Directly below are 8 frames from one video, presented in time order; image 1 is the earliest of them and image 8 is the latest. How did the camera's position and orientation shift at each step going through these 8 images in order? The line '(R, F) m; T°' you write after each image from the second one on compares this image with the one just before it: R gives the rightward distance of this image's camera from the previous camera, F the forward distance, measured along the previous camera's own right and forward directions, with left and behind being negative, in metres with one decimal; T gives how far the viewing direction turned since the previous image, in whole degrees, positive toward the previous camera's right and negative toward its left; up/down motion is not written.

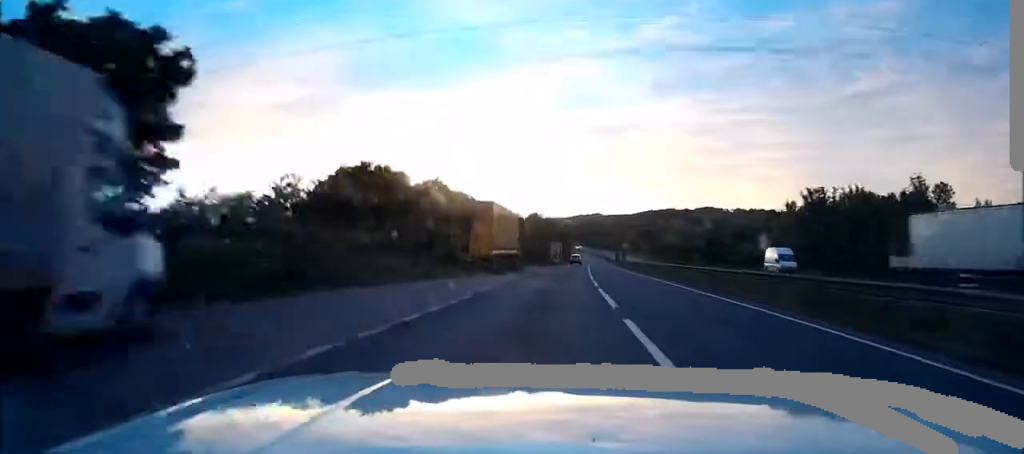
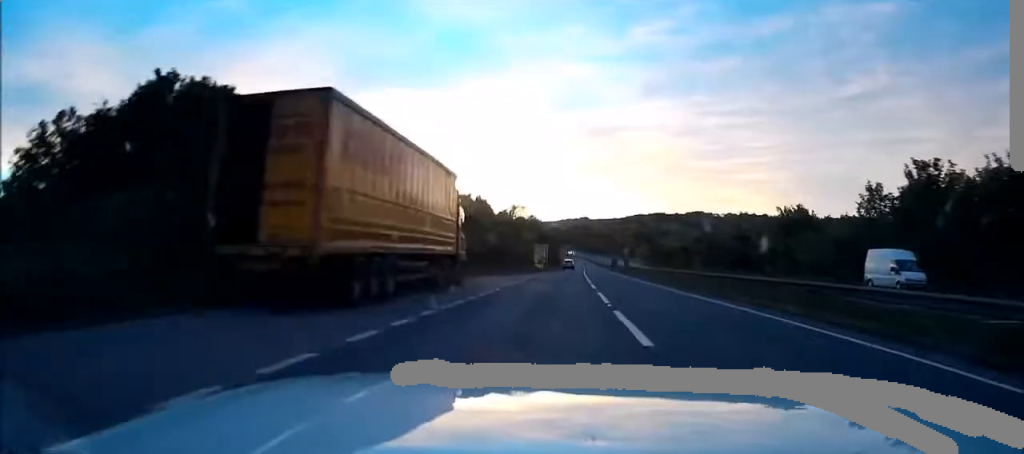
(-0.2, +24.1) m; +1°
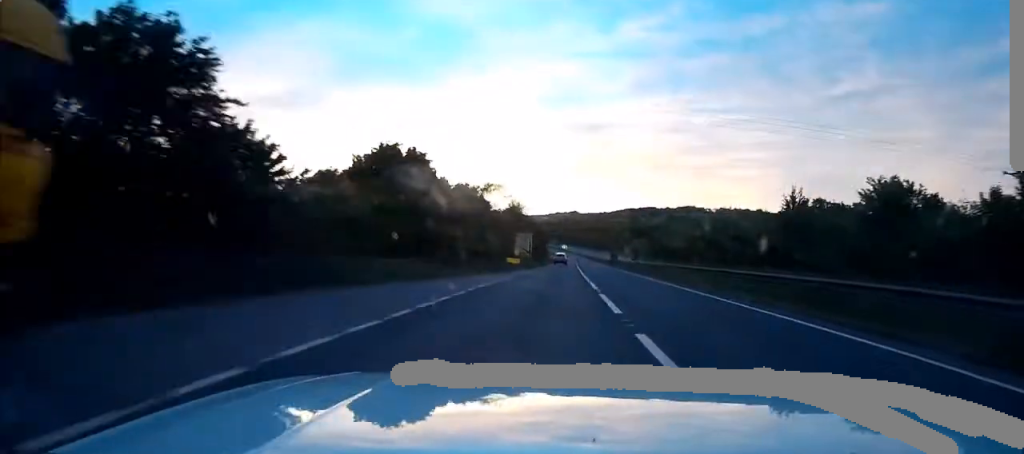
(+0.6, +23.5) m; +1°
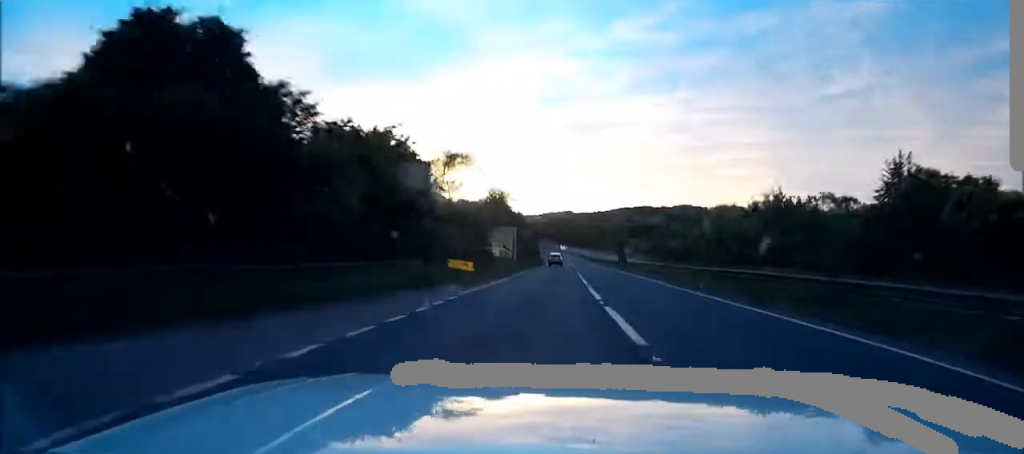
(+0.3, +22.5) m; +1°
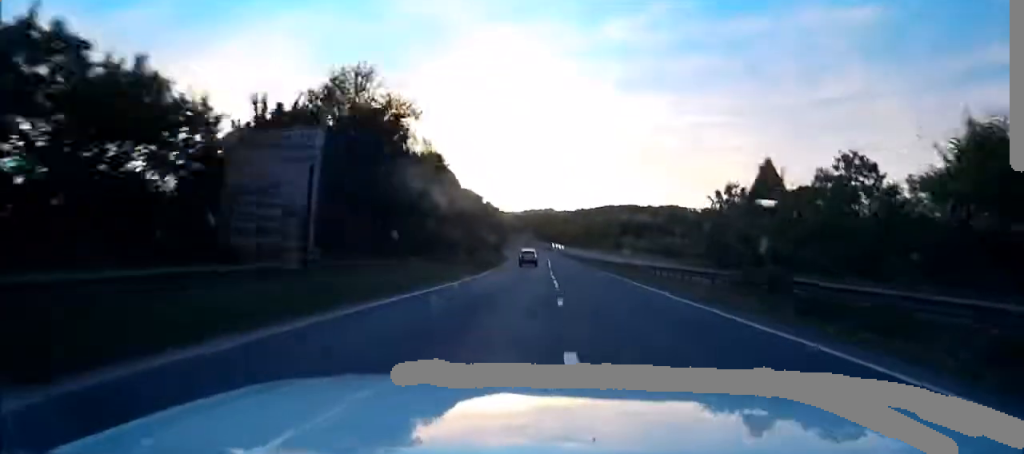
(+1.3, +59.8) m; +2°
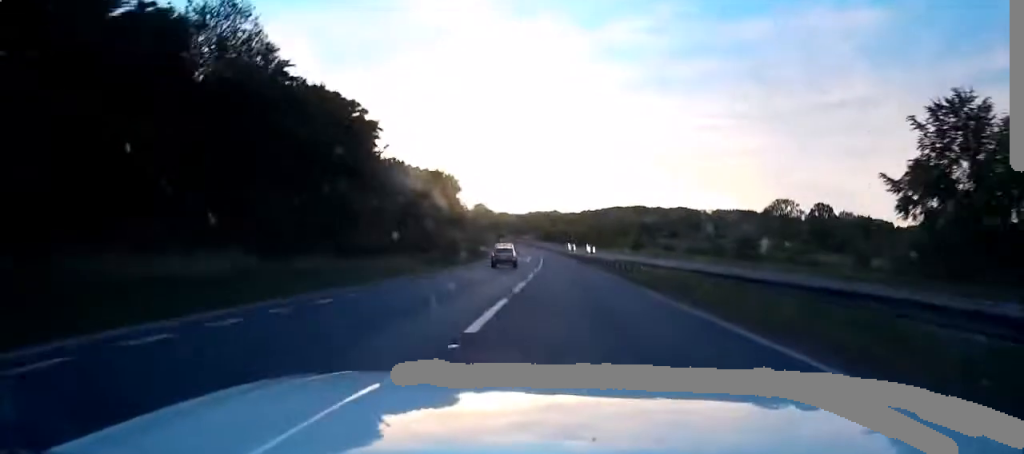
(-0.1, +51.2) m; 0°
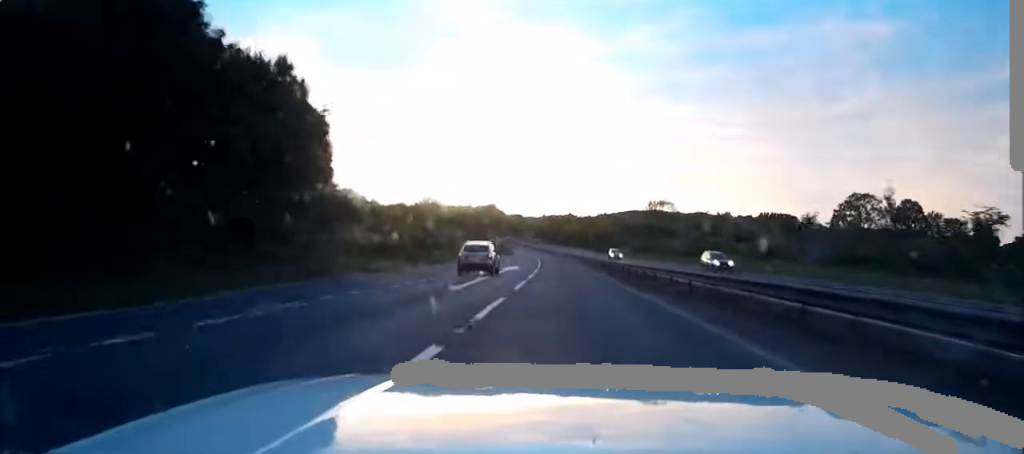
(-0.3, +53.4) m; -1°
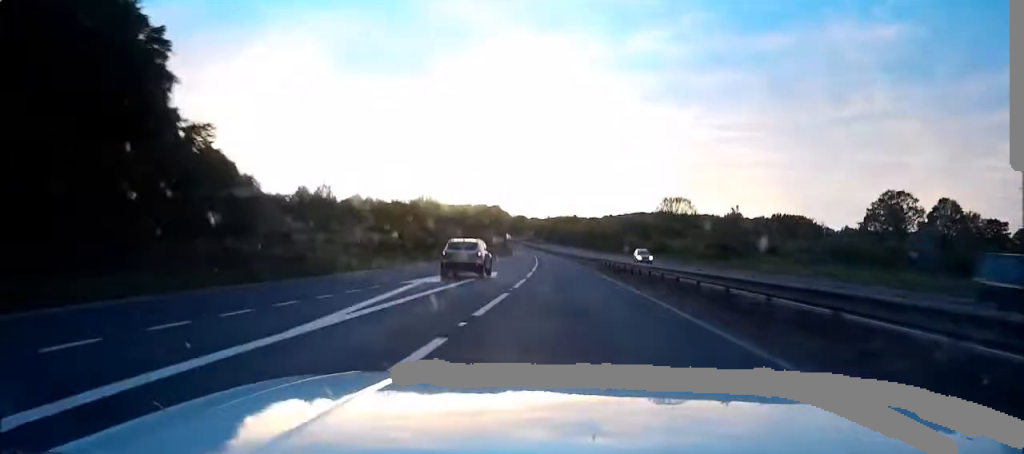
(-0.1, +17.7) m; -1°
